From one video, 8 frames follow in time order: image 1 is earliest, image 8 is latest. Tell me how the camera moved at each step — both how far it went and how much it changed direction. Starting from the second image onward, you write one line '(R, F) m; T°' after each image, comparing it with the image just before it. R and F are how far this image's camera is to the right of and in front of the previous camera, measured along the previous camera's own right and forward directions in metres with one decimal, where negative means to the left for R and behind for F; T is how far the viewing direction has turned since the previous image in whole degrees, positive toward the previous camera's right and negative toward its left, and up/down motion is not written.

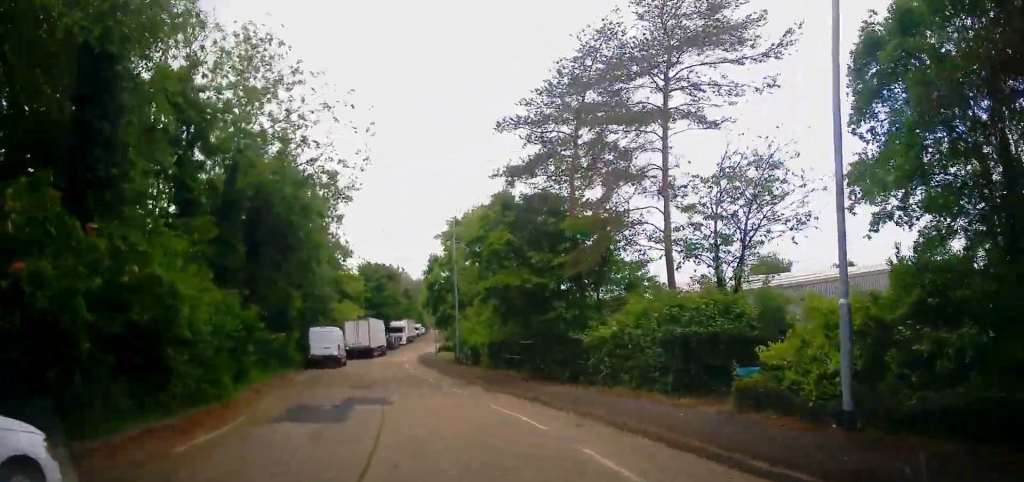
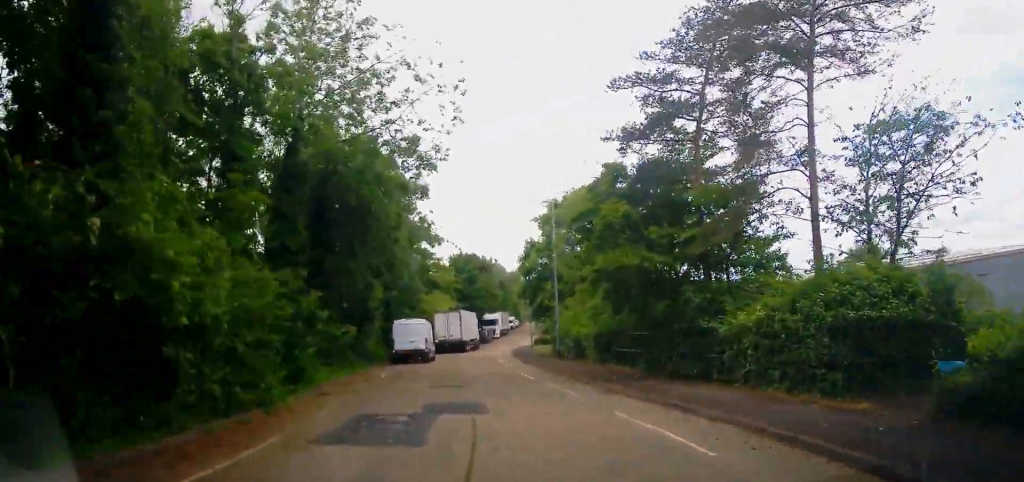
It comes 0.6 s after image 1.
(-0.2, +3.1) m; -5°
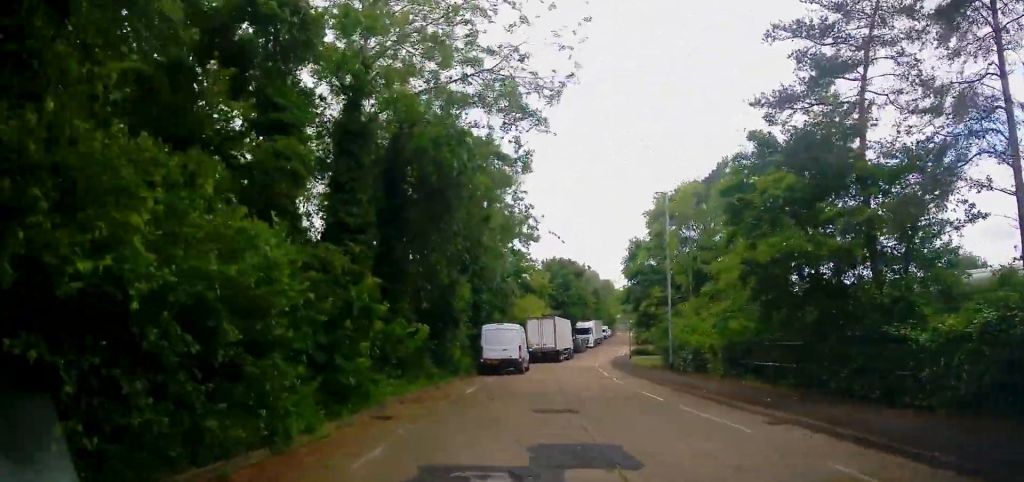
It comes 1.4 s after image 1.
(+0.1, +4.1) m; -5°
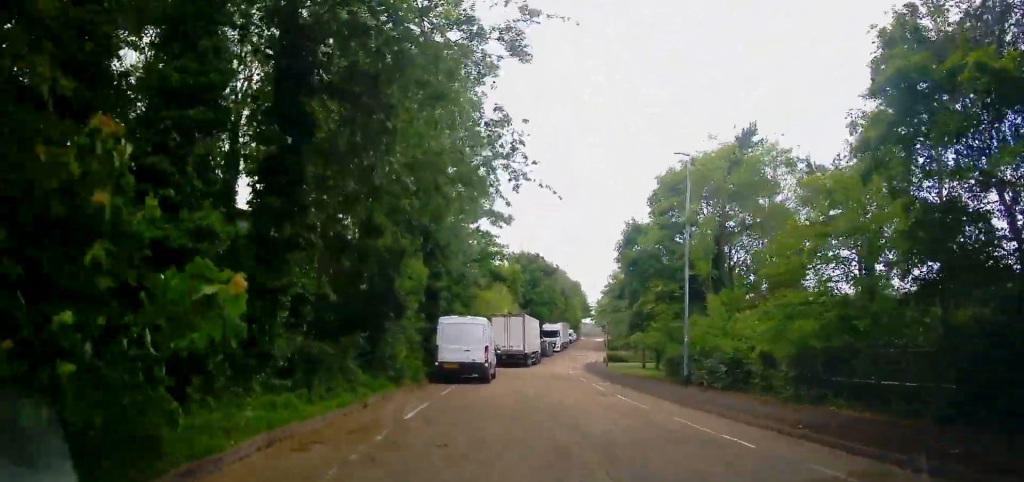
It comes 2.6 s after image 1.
(-0.3, +6.7) m; +3°
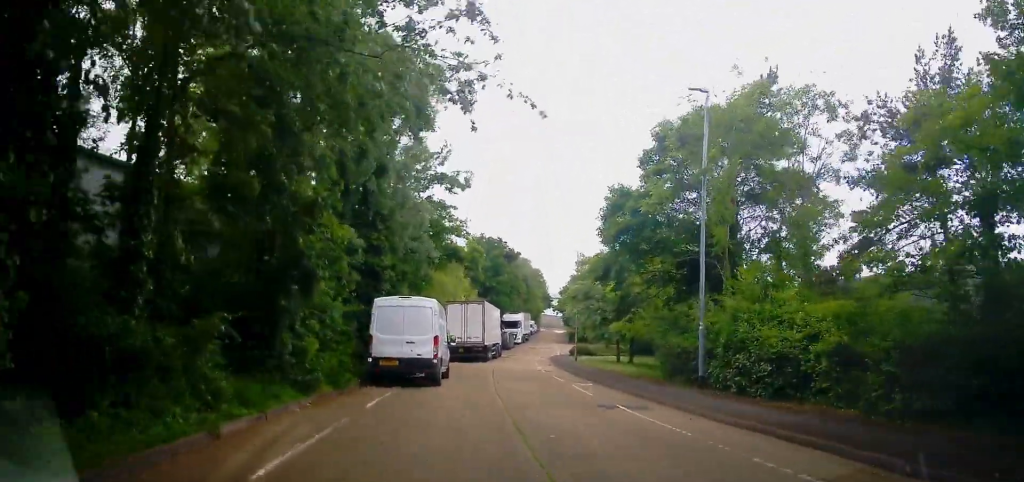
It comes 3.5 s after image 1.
(+0.5, +5.2) m; +3°
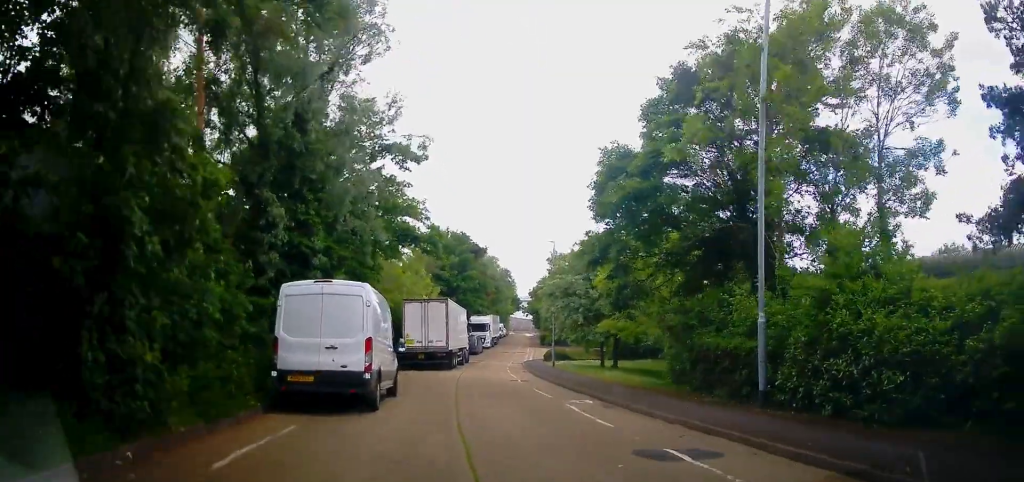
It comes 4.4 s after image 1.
(-0.3, +5.6) m; -2°
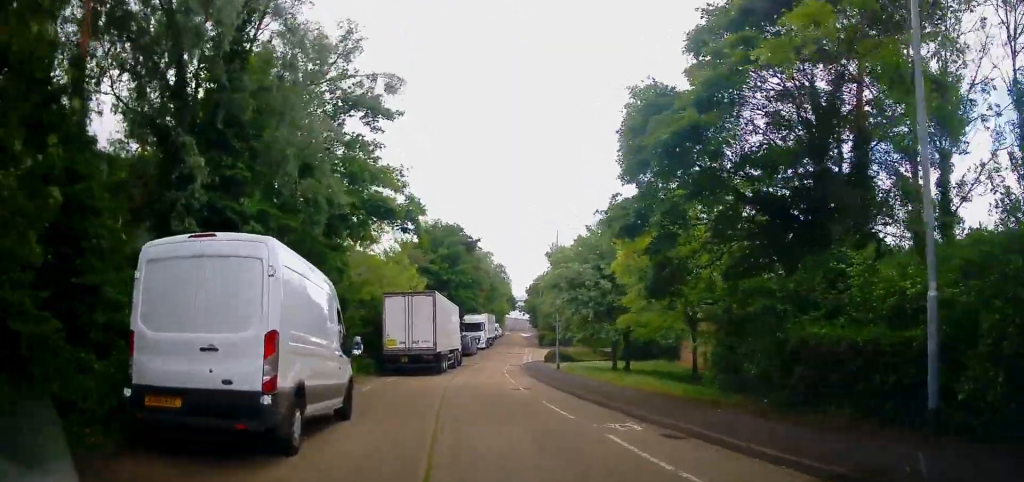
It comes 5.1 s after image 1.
(+0.1, +4.8) m; +1°
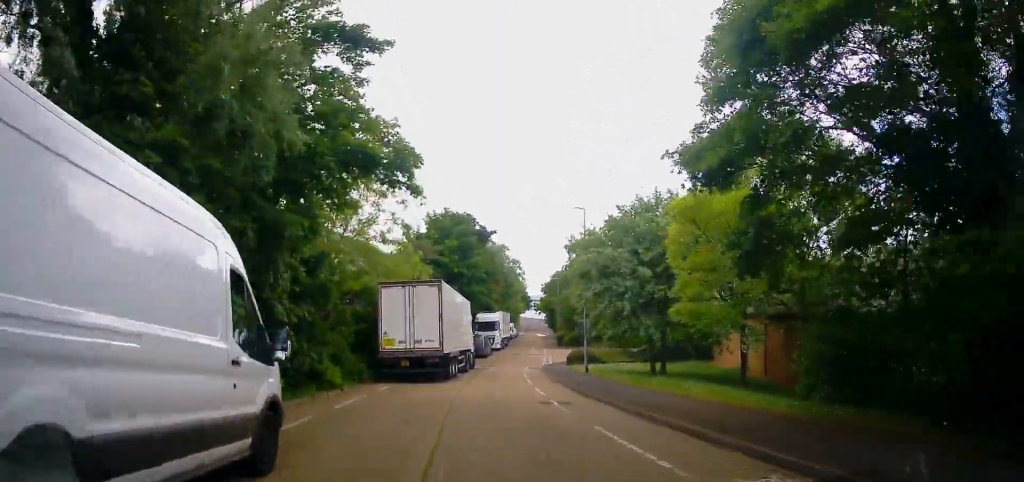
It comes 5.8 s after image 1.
(0.0, +4.7) m; +1°
